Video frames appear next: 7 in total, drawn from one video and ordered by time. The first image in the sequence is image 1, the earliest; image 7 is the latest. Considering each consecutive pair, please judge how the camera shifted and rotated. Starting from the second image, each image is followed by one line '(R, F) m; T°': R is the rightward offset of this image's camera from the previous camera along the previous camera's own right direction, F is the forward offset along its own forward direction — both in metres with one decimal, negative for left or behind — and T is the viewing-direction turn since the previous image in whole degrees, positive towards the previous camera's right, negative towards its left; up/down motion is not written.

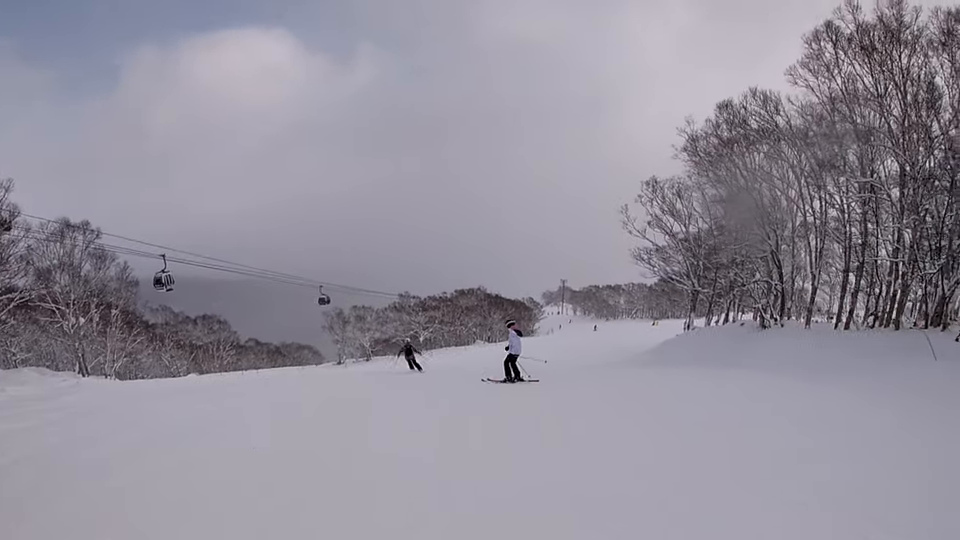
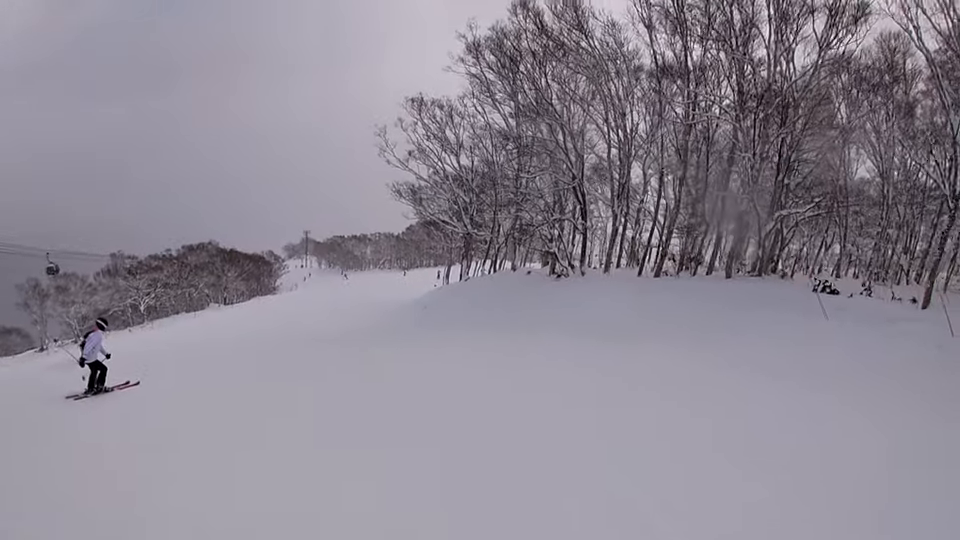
(+1.9, +6.3) m; +37°
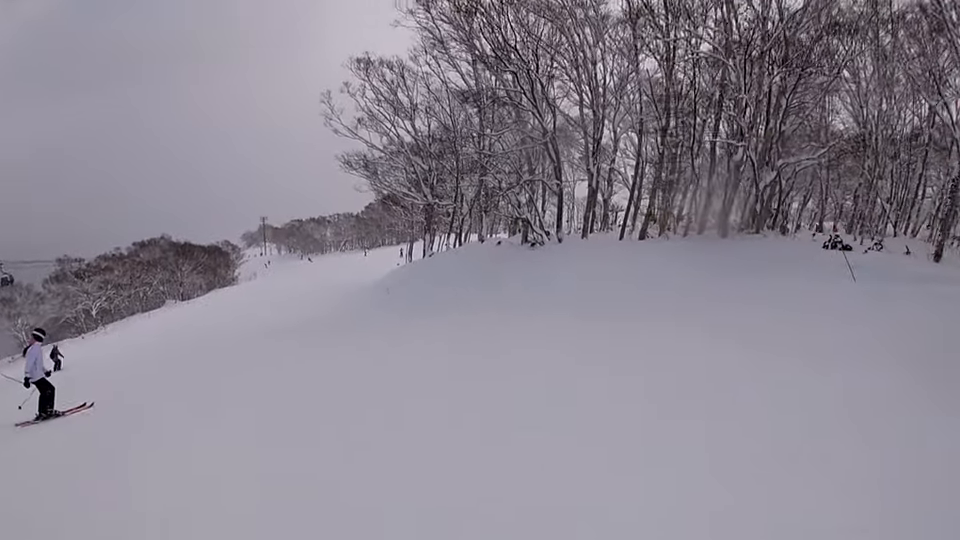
(+0.5, +2.1) m; +7°
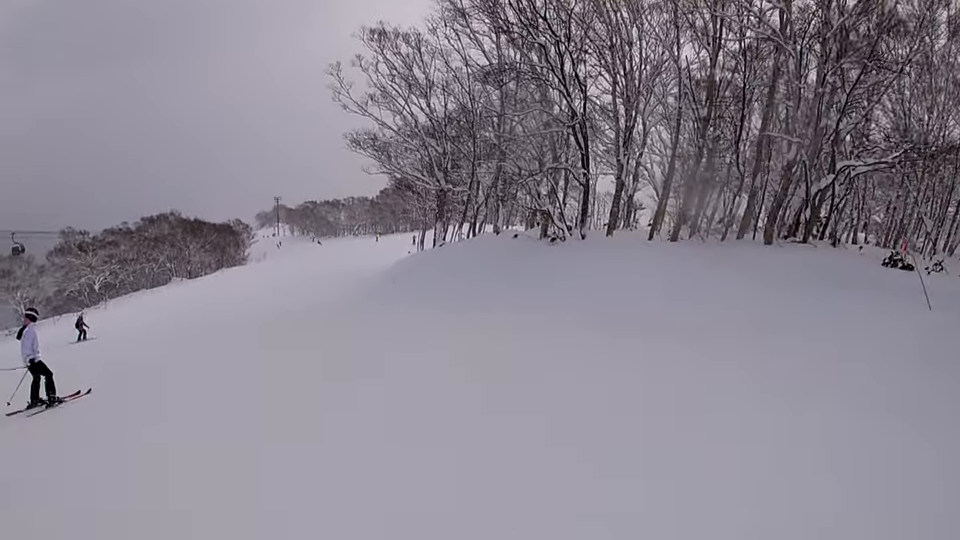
(-0.3, +2.3) m; -2°
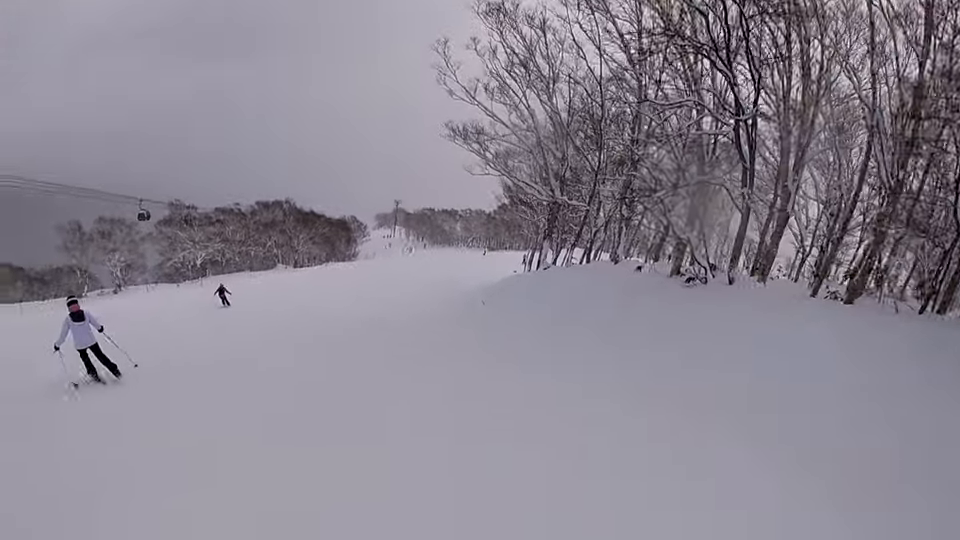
(-0.2, +4.8) m; -10°
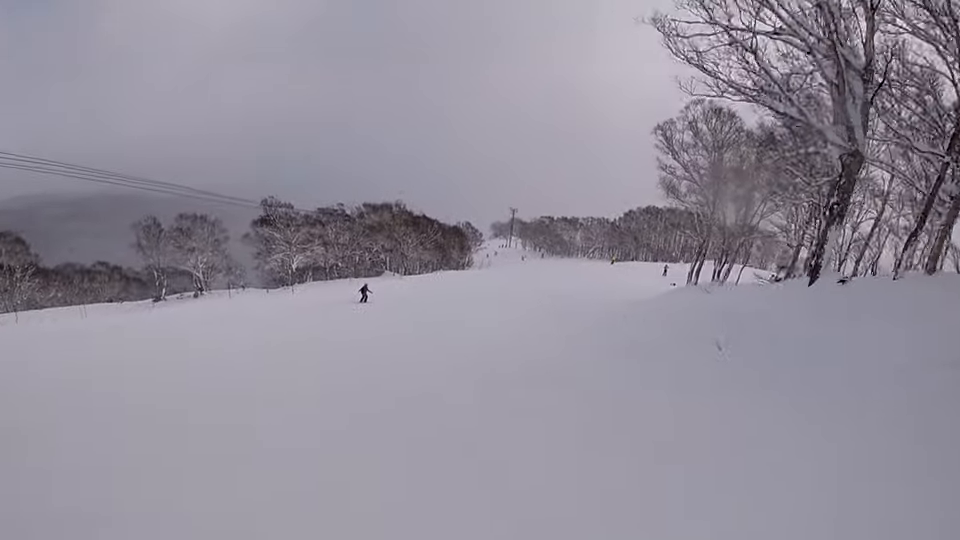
(-2.6, +10.2) m; -16°
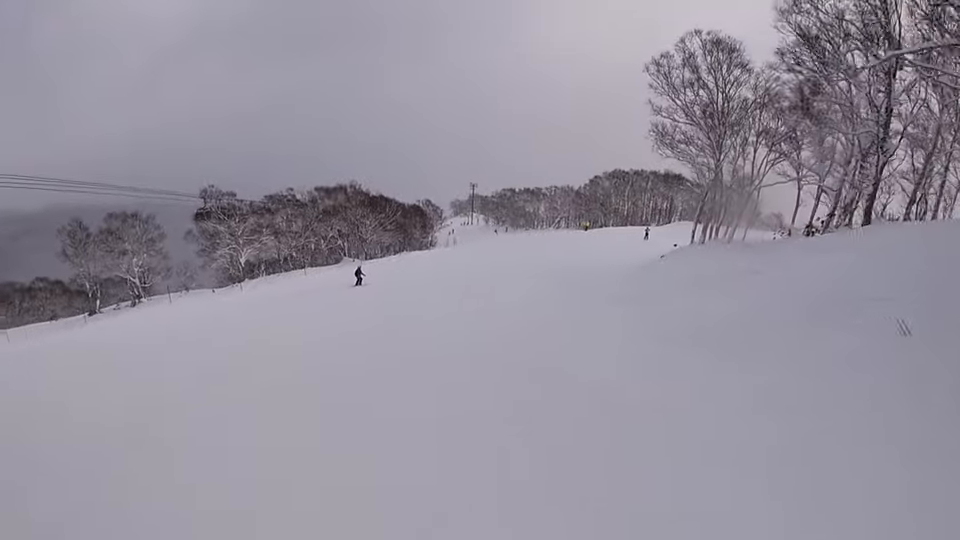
(+0.5, +5.2) m; +7°
